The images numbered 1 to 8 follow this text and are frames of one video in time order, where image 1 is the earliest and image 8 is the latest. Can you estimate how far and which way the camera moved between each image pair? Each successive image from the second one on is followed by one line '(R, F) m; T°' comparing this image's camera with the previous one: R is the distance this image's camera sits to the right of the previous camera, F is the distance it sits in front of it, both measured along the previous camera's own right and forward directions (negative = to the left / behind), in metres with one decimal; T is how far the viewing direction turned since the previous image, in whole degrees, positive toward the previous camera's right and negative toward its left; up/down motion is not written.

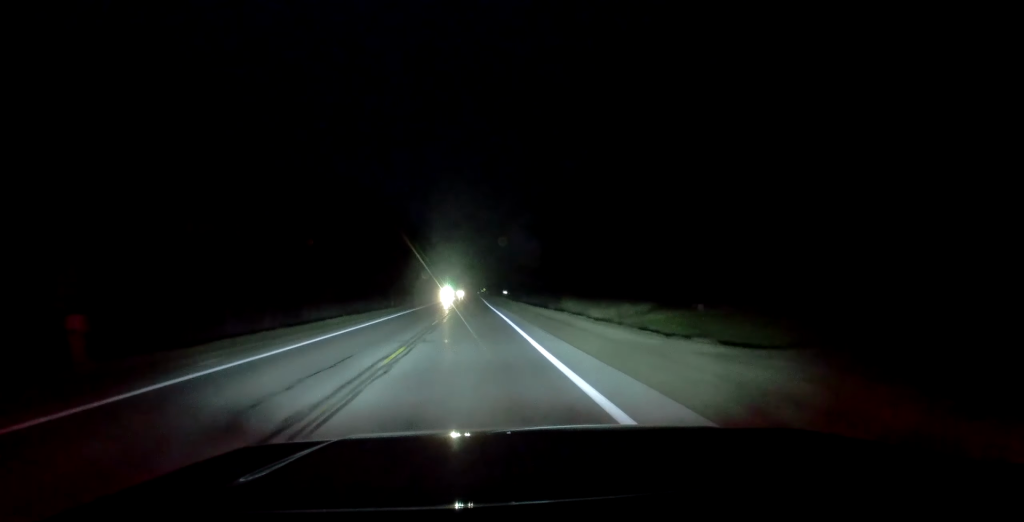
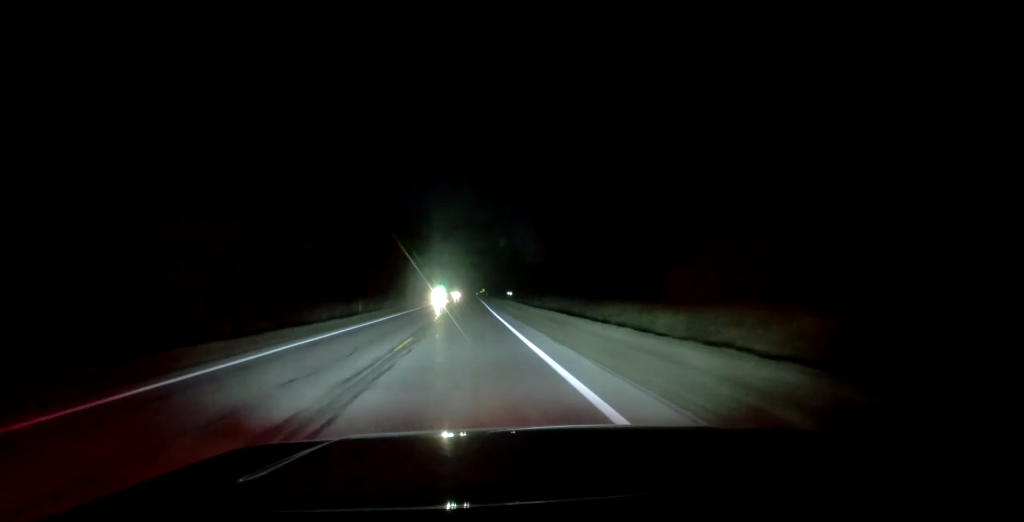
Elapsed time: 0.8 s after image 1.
(+0.9, +27.3) m; +1°
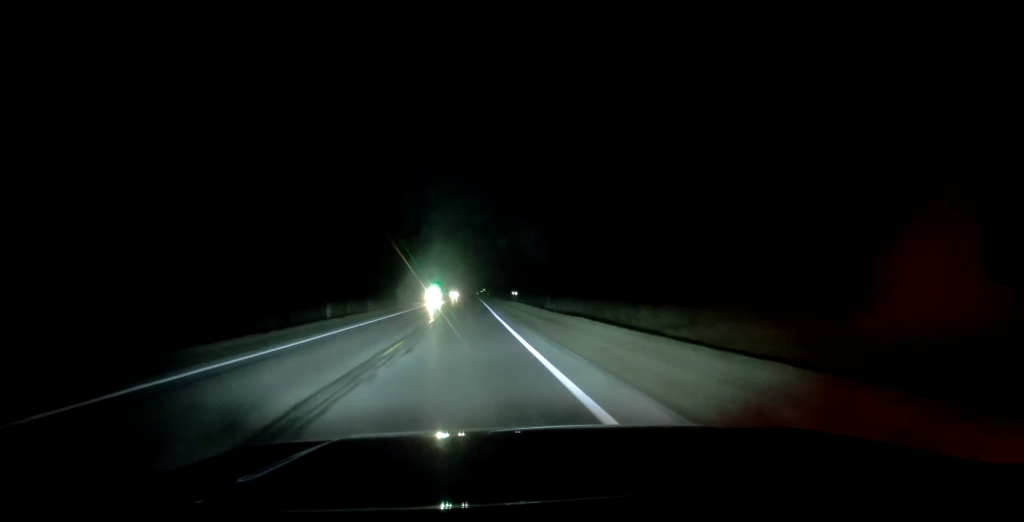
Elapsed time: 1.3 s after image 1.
(-0.2, +16.3) m; 0°
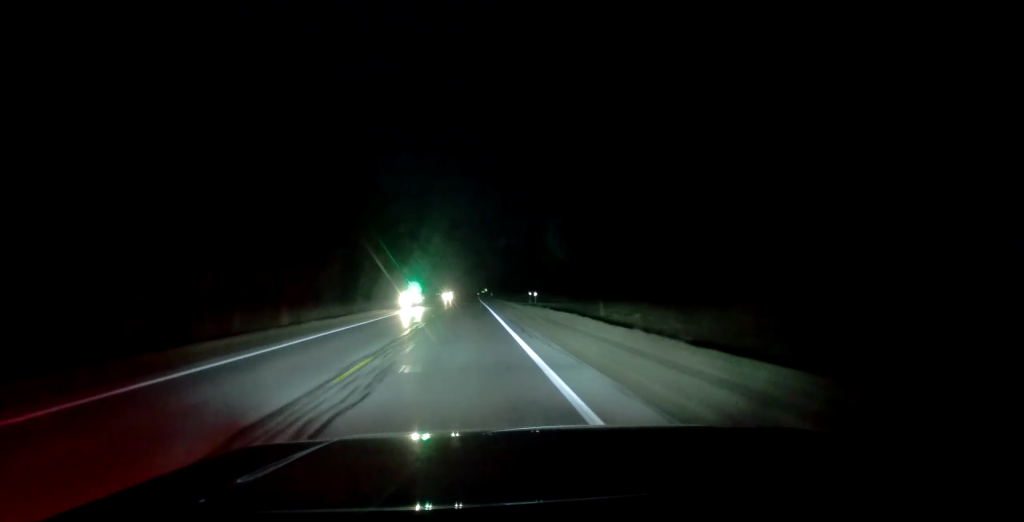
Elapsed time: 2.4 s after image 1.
(-0.4, +35.8) m; -1°
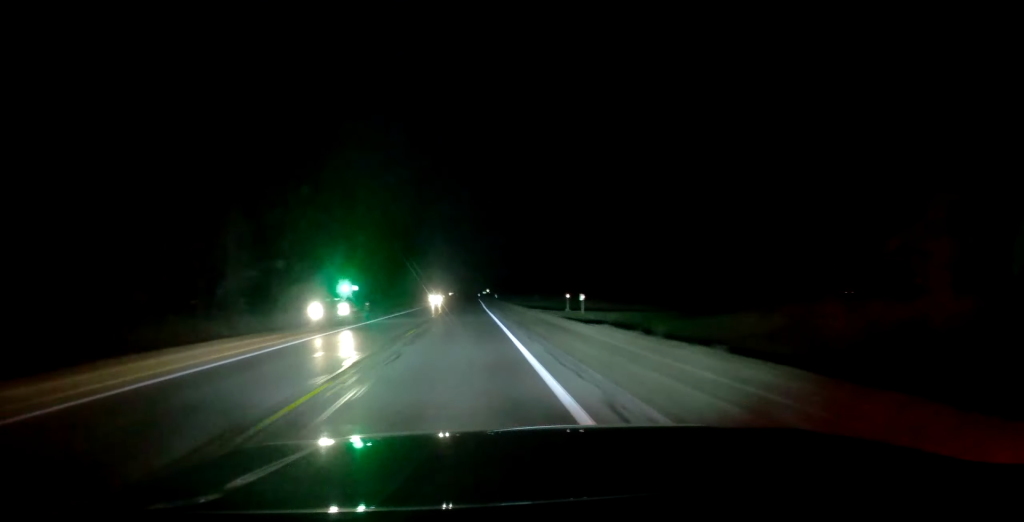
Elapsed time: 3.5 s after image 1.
(0.0, +34.5) m; -1°
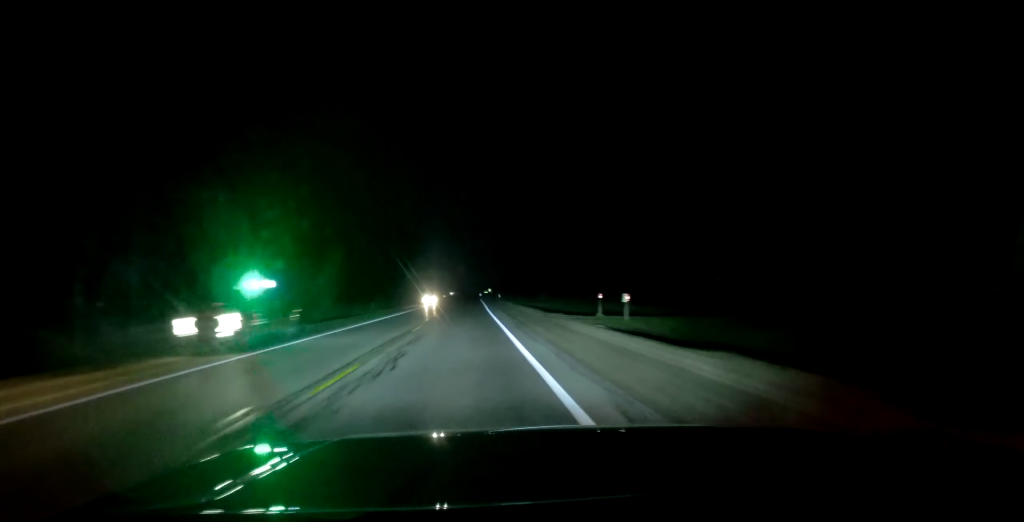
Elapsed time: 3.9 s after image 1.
(+0.1, +12.9) m; 0°
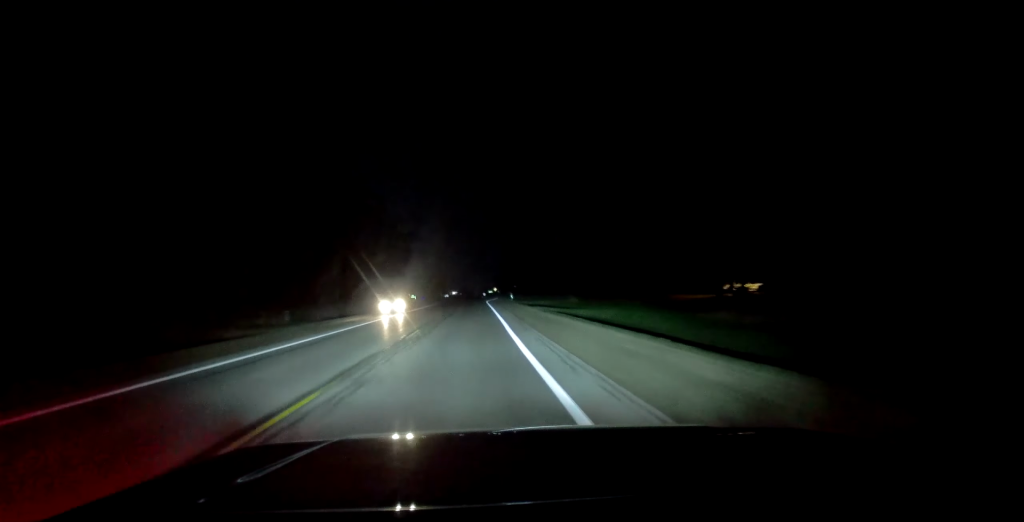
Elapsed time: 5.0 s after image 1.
(-0.5, +34.1) m; 0°
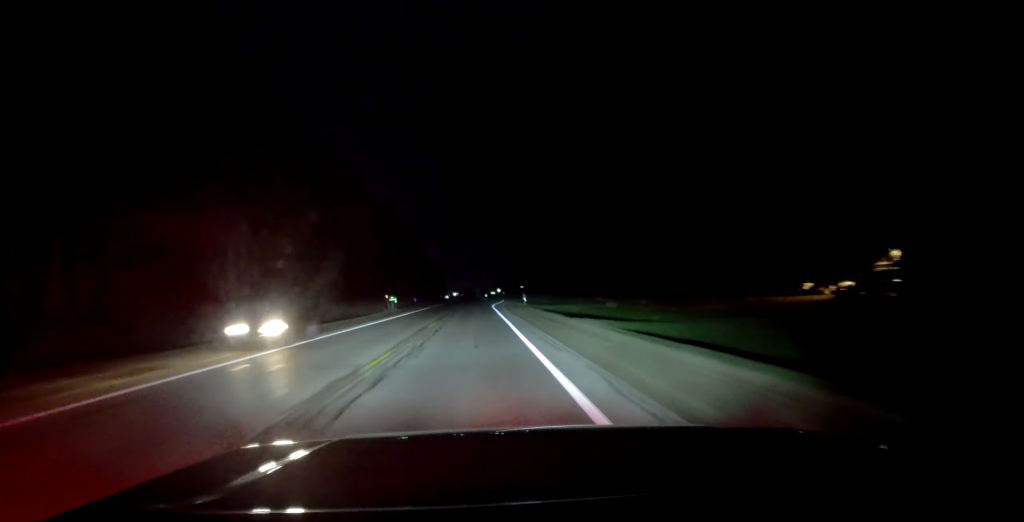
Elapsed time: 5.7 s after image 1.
(+0.4, +23.4) m; +1°
